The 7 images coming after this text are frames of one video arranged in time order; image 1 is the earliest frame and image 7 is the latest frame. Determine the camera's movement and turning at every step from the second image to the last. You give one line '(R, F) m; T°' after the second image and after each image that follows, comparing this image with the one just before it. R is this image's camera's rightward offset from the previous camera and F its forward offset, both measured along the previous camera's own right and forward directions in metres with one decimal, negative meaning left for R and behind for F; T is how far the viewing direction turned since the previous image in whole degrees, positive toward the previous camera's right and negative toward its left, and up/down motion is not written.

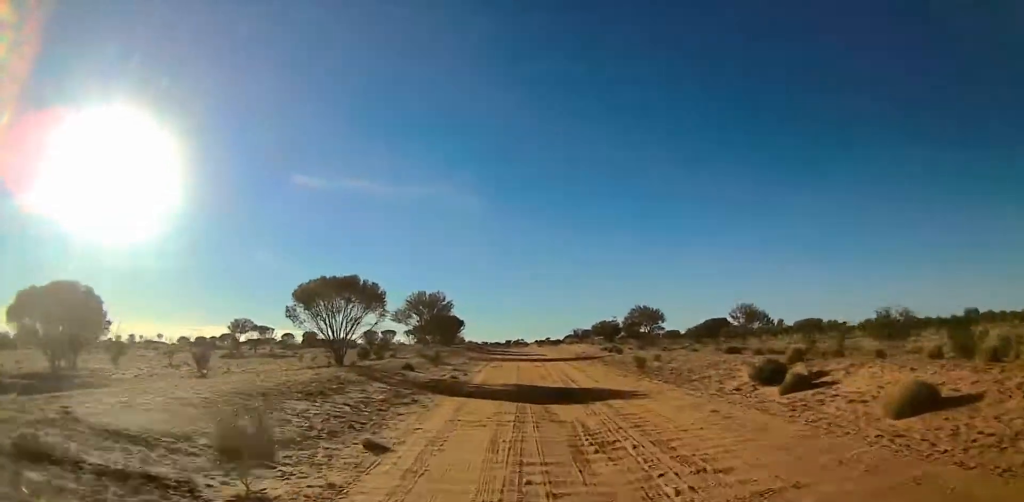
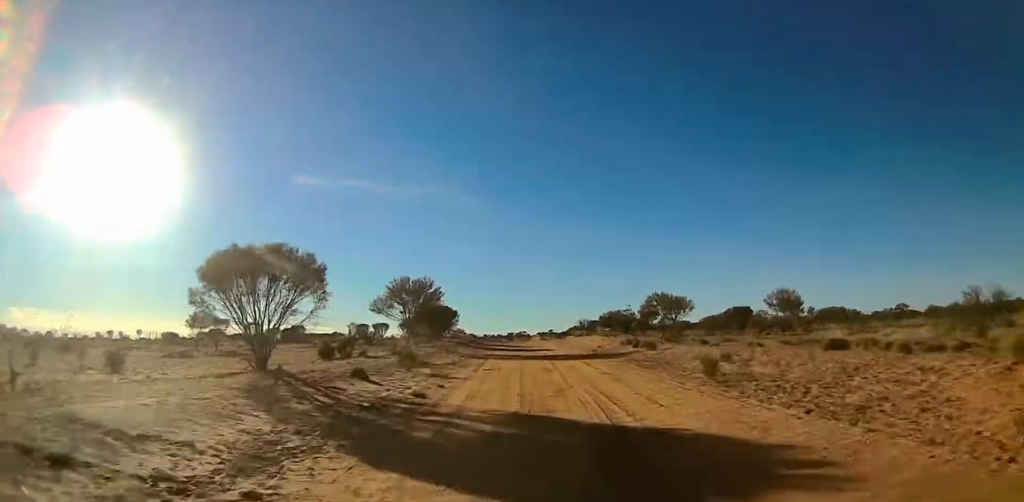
(0.0, +9.7) m; 0°
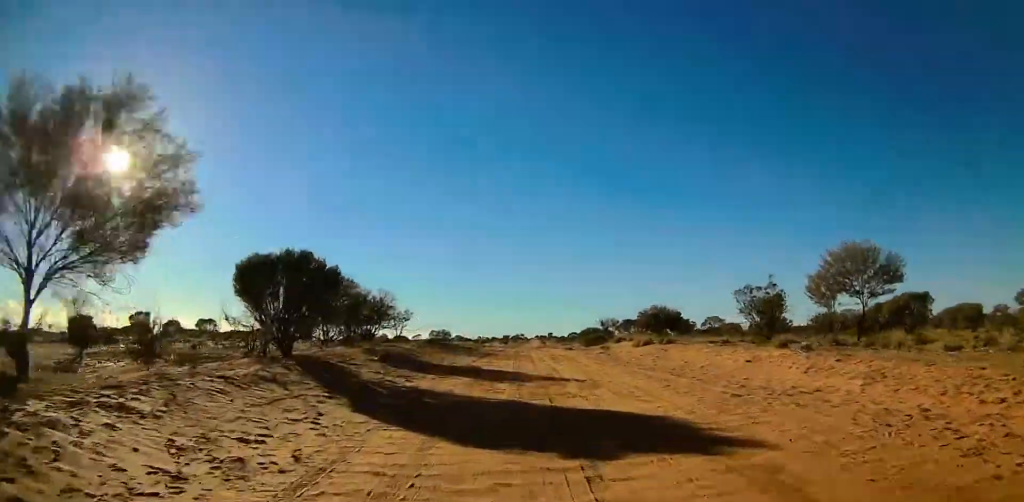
(+0.4, +49.1) m; +1°
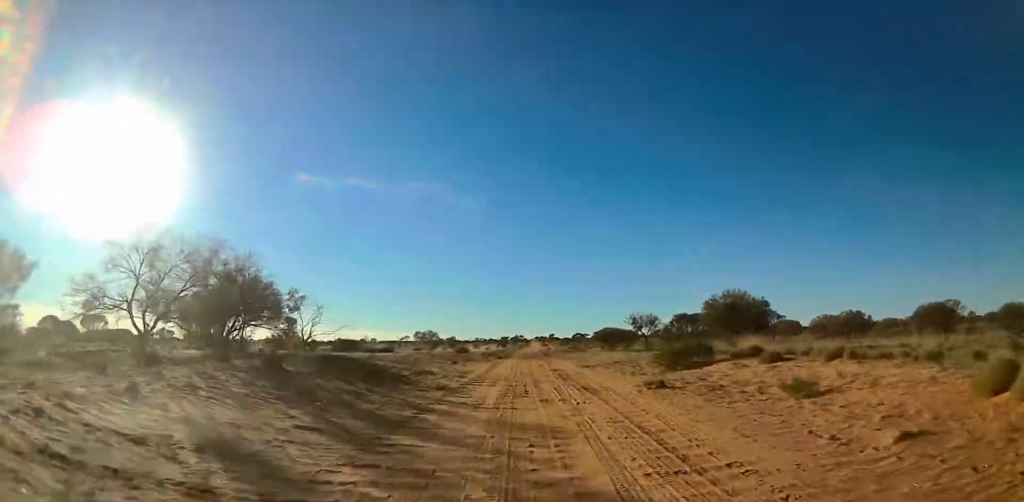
(-1.3, +34.1) m; -4°
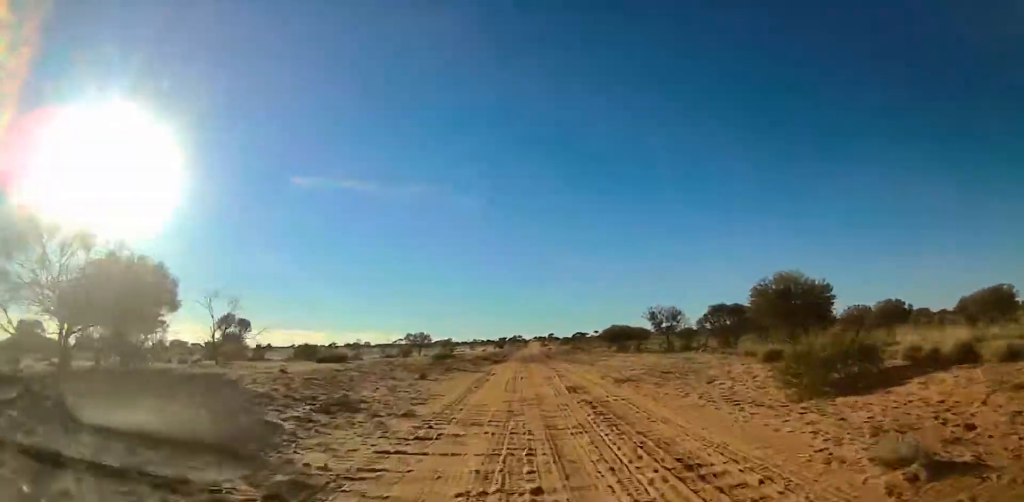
(-0.4, +16.2) m; 0°
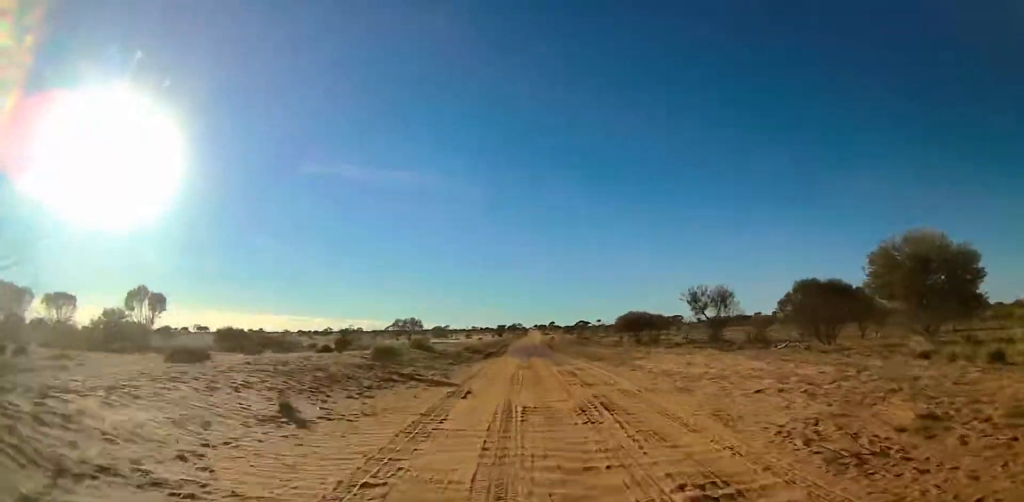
(+0.6, +20.6) m; +2°
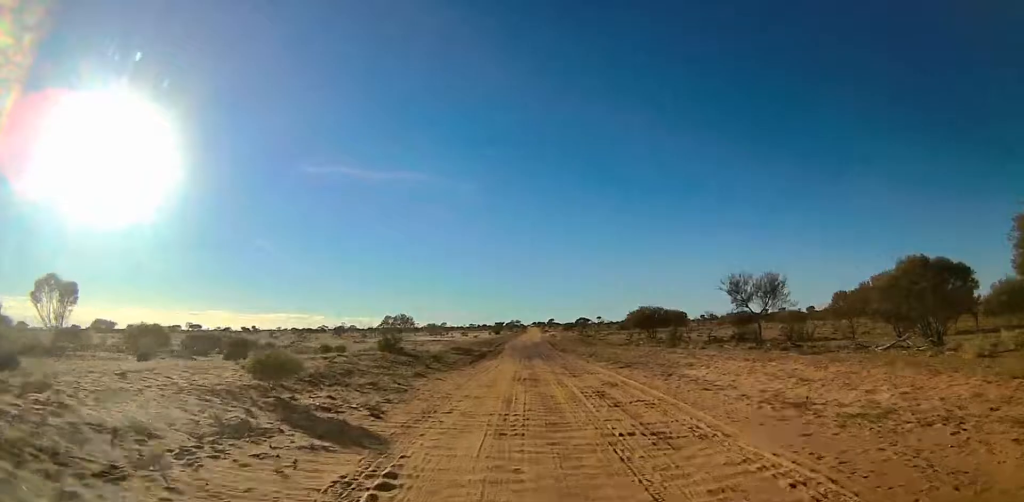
(+0.2, +13.4) m; +1°
